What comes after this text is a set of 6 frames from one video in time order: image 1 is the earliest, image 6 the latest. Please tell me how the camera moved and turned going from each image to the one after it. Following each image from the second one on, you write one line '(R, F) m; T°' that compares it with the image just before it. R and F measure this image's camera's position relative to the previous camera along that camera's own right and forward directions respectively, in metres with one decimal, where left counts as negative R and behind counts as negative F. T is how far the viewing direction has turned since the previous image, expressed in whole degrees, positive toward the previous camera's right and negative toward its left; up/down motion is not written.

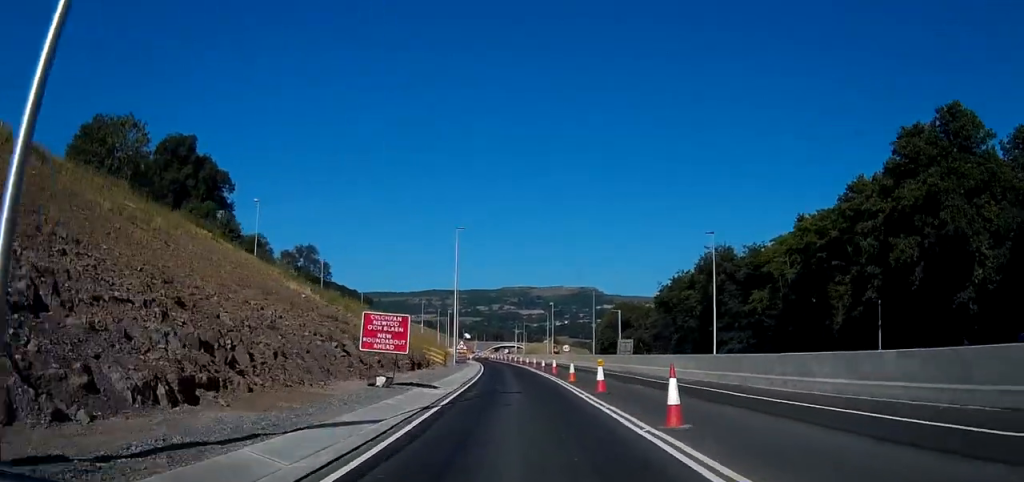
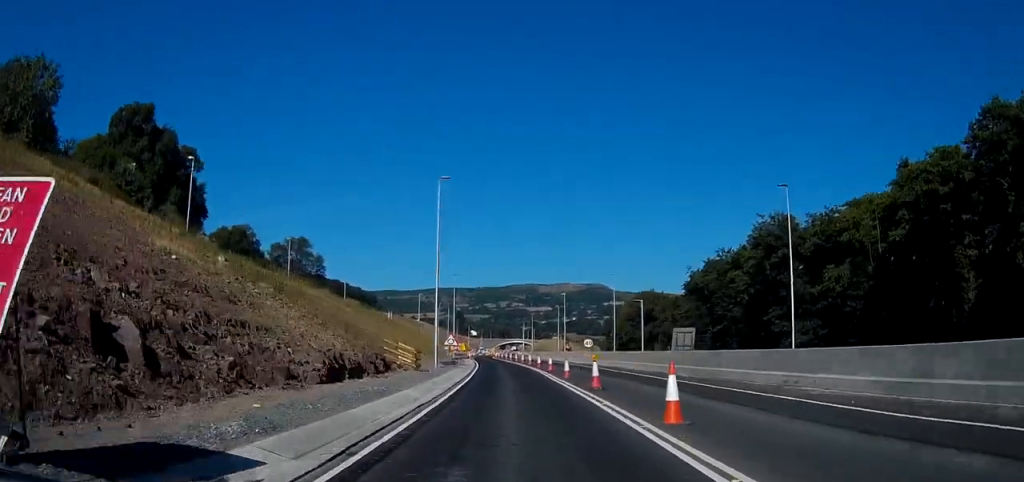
(+0.2, +19.5) m; +1°
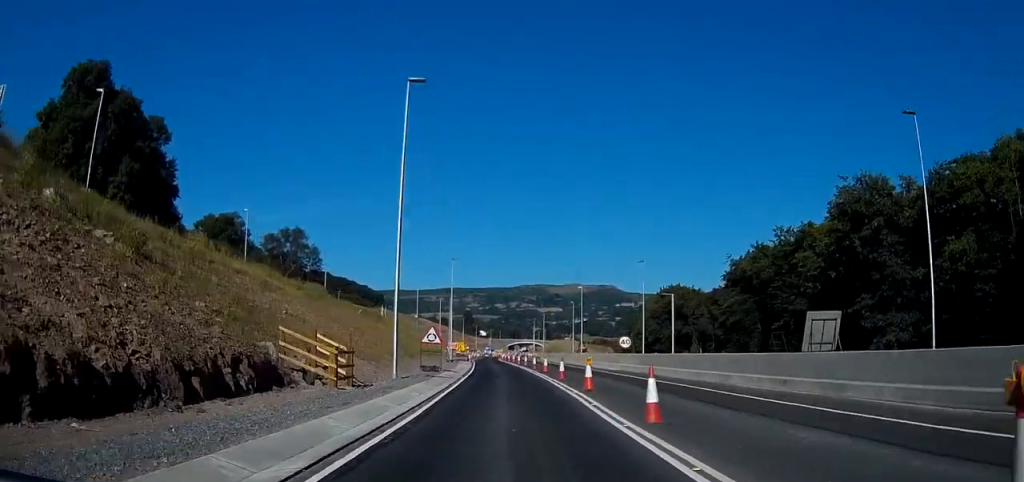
(-0.1, +18.5) m; -1°
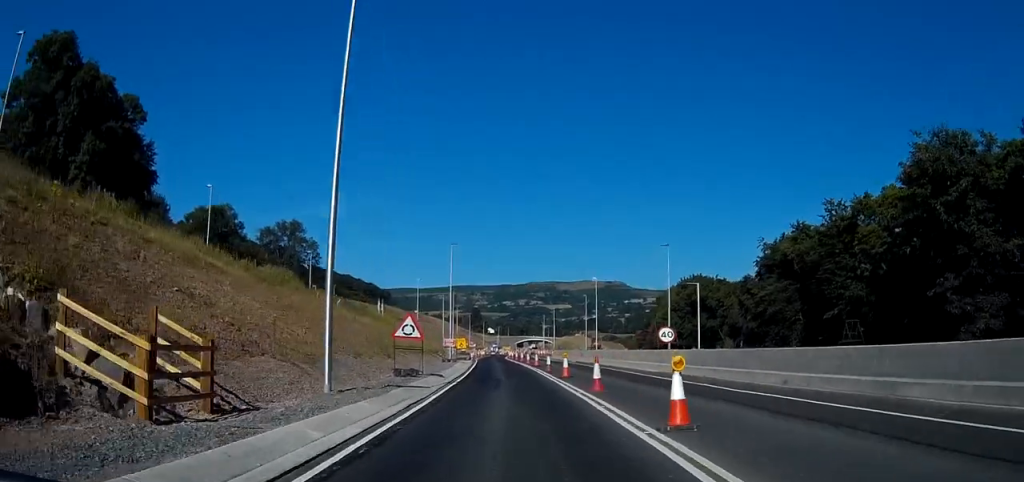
(-0.1, +11.4) m; -1°
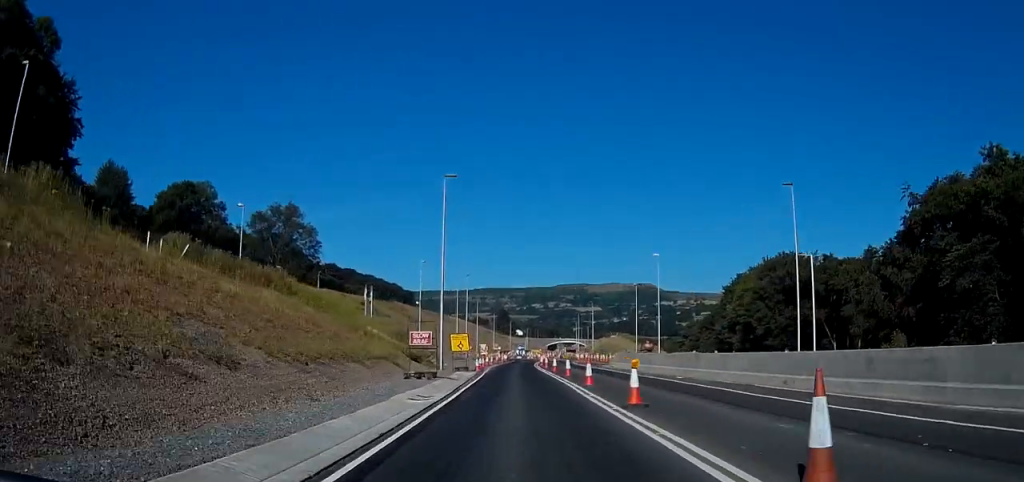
(-1.1, +32.2) m; -4°
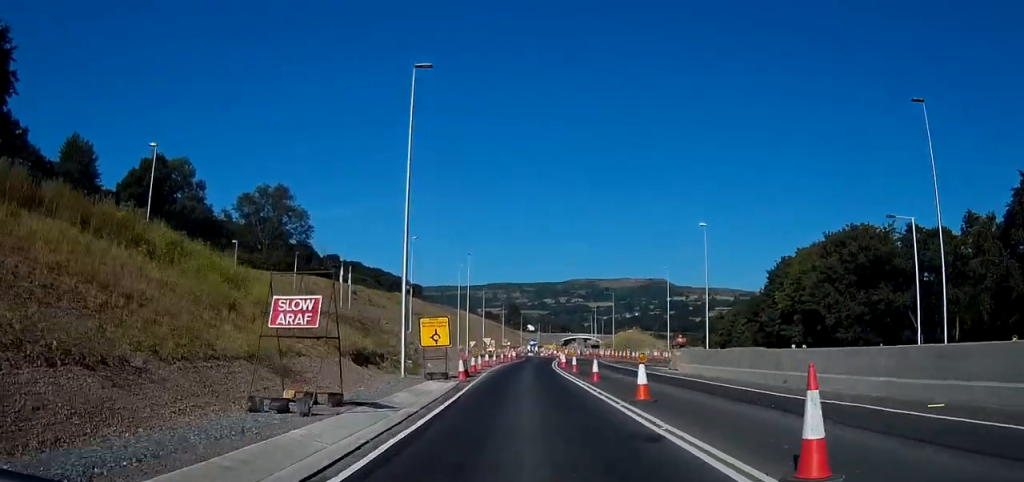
(-0.1, +18.1) m; -2°
